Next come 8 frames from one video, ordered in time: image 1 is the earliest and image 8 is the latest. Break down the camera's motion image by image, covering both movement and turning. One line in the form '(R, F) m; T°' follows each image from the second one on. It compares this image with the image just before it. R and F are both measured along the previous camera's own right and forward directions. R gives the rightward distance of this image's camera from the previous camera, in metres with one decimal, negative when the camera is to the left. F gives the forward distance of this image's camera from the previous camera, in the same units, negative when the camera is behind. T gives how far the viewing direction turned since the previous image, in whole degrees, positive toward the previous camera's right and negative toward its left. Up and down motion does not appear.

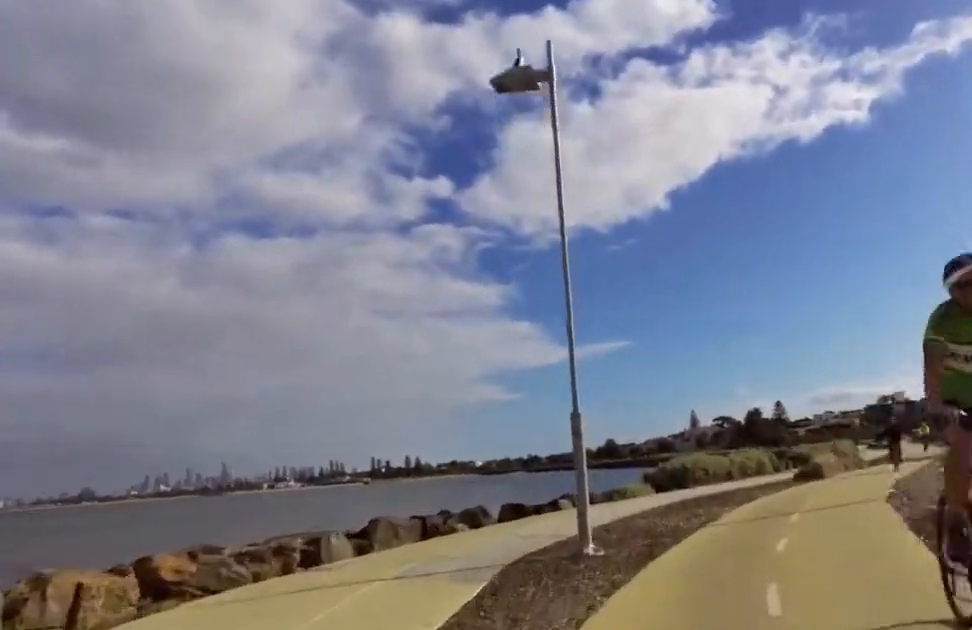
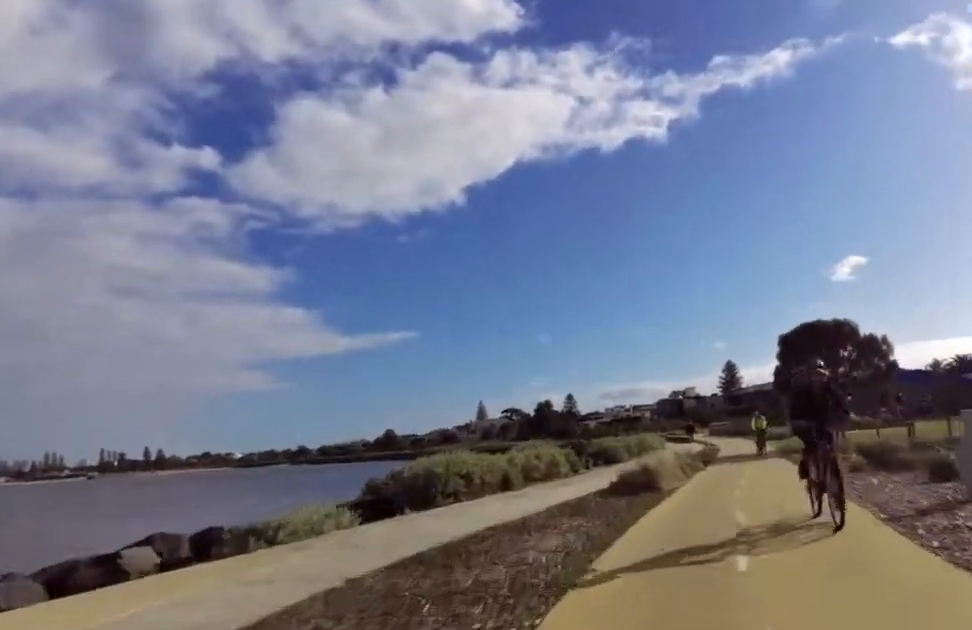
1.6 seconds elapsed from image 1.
(+1.7, +10.5) m; +18°
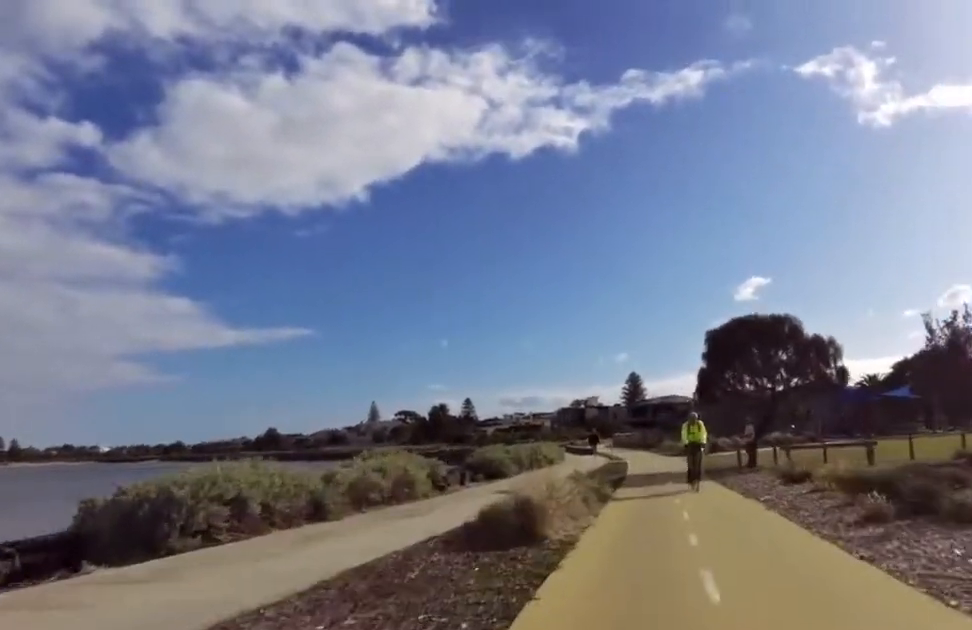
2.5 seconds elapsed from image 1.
(+0.4, +6.5) m; 0°
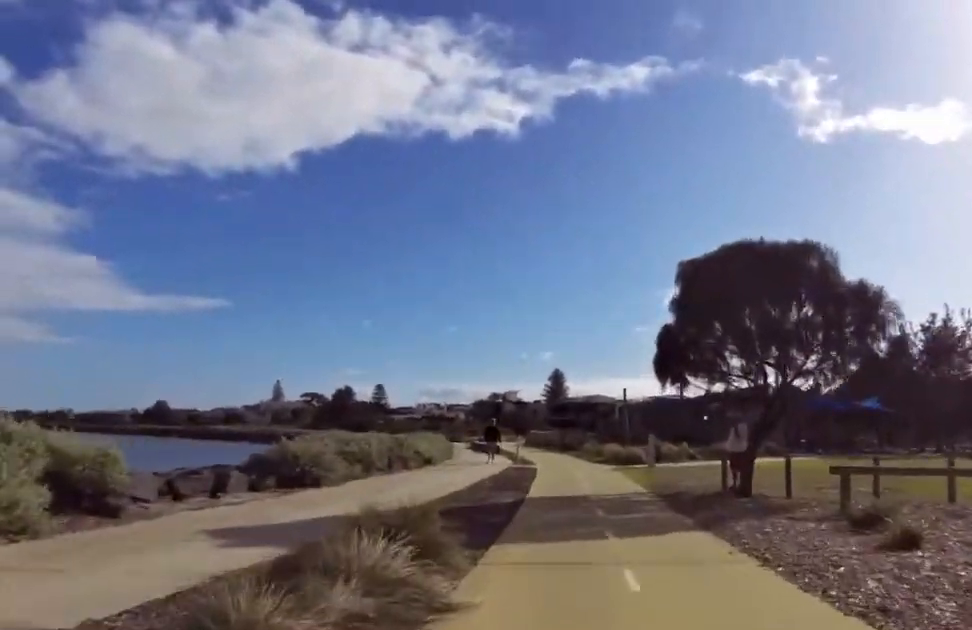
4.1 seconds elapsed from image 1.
(0.0, +10.8) m; +12°
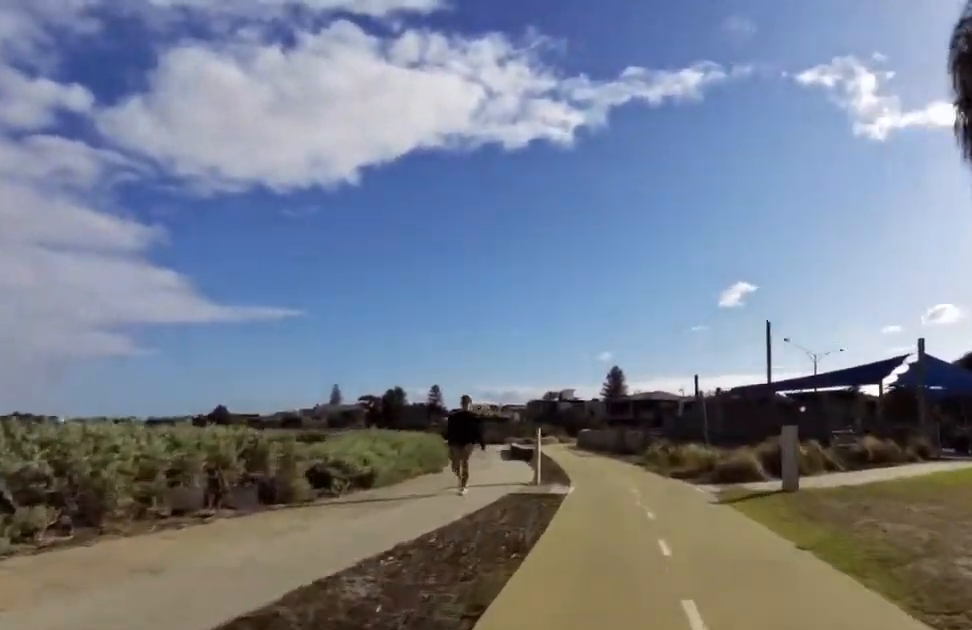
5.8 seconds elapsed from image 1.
(+2.0, +12.8) m; +6°
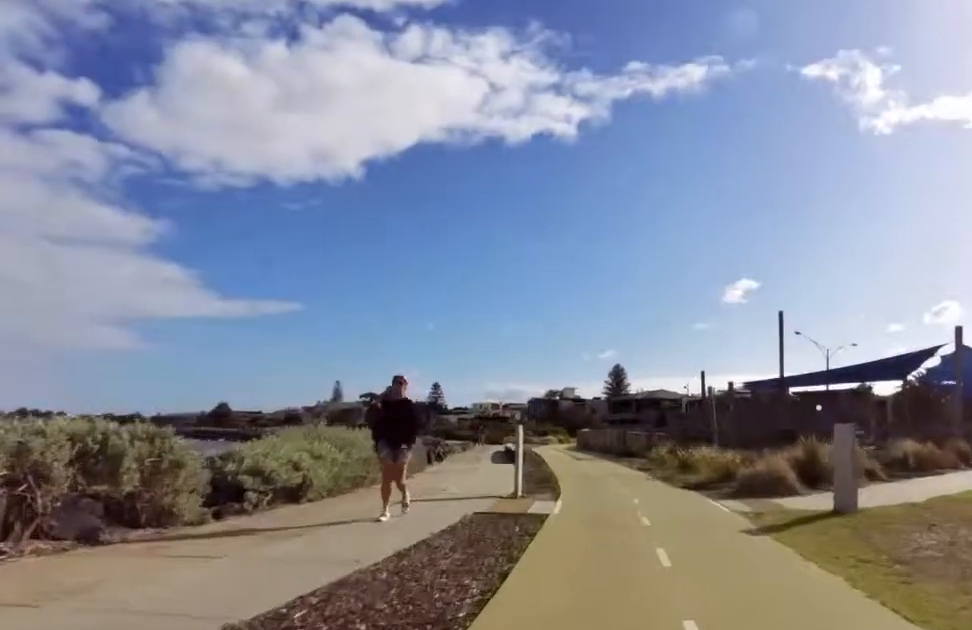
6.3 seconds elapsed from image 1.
(+0.1, +3.3) m; -3°
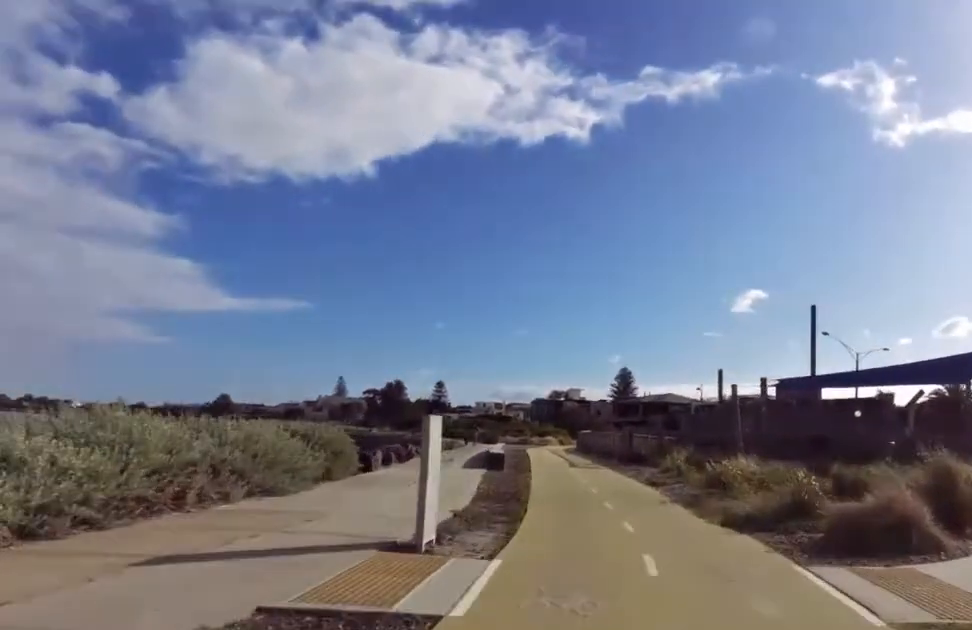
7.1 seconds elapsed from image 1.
(-0.5, +6.2) m; -5°
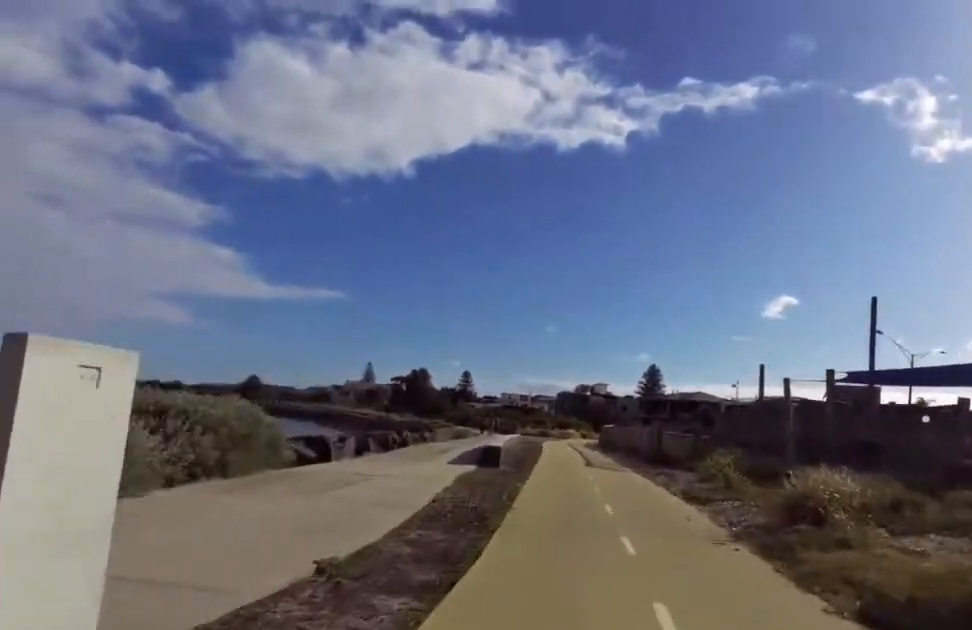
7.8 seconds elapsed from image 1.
(-0.1, +4.9) m; -4°
